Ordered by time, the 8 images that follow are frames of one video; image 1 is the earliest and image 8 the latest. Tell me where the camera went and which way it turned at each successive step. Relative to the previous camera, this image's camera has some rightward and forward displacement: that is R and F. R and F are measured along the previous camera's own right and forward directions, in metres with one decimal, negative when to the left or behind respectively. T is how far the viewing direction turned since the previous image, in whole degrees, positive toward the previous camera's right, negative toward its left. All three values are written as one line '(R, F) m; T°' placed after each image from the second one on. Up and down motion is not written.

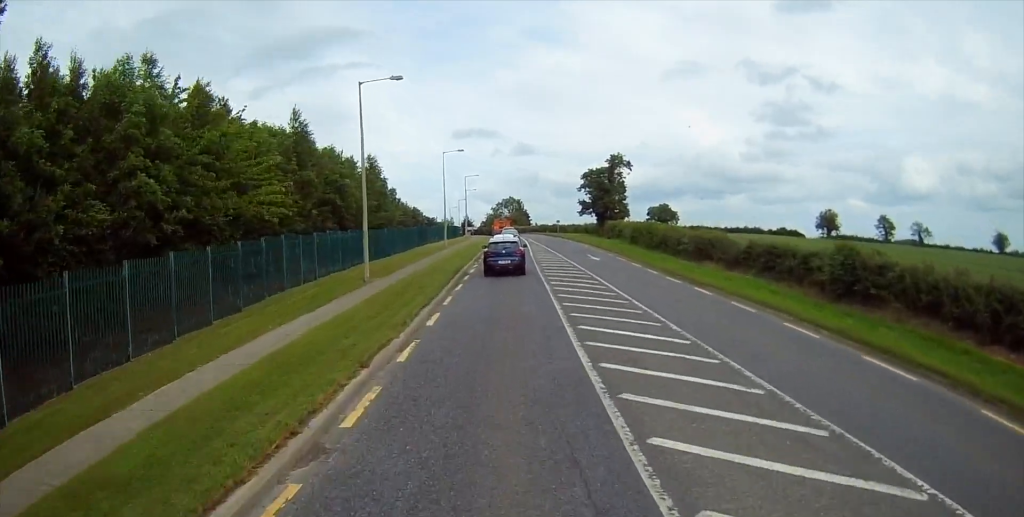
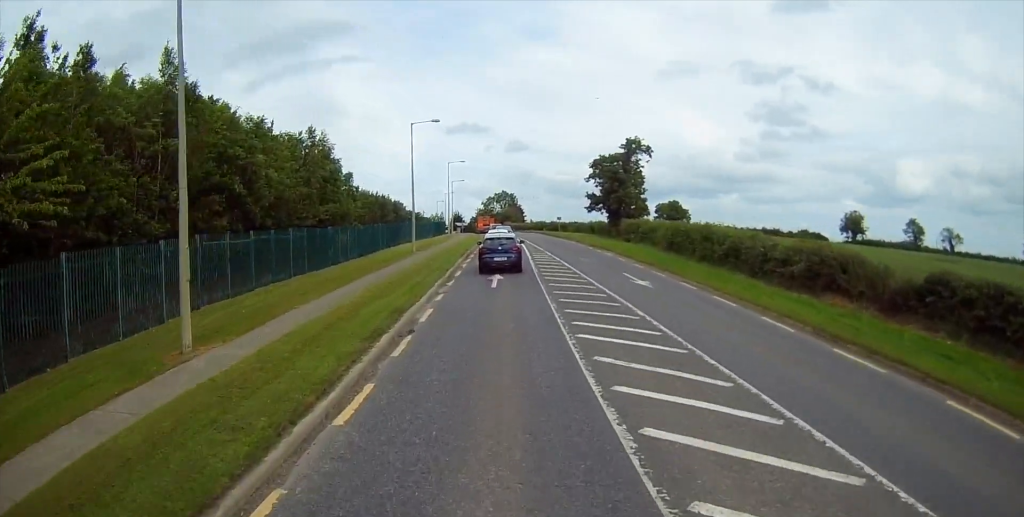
(+0.3, +16.3) m; +2°
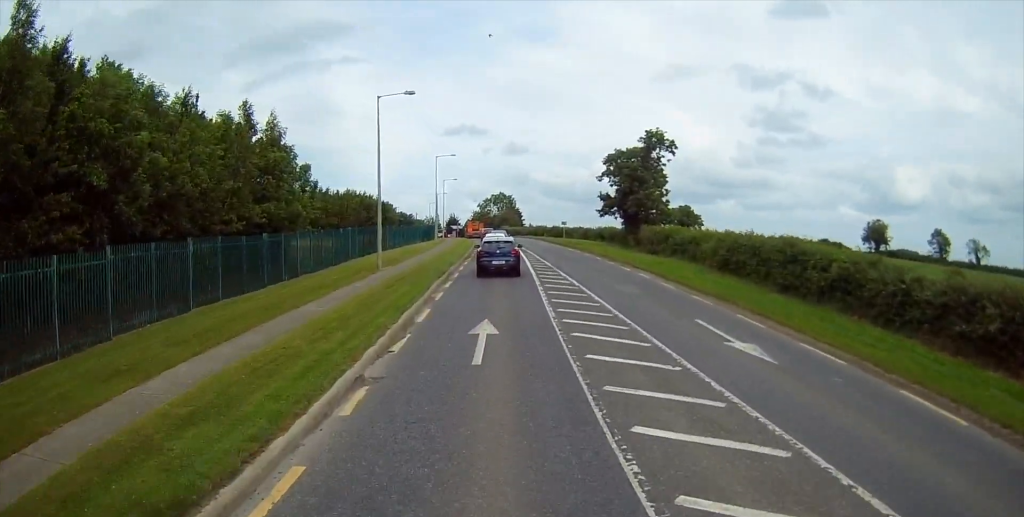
(+0.1, +11.2) m; +1°
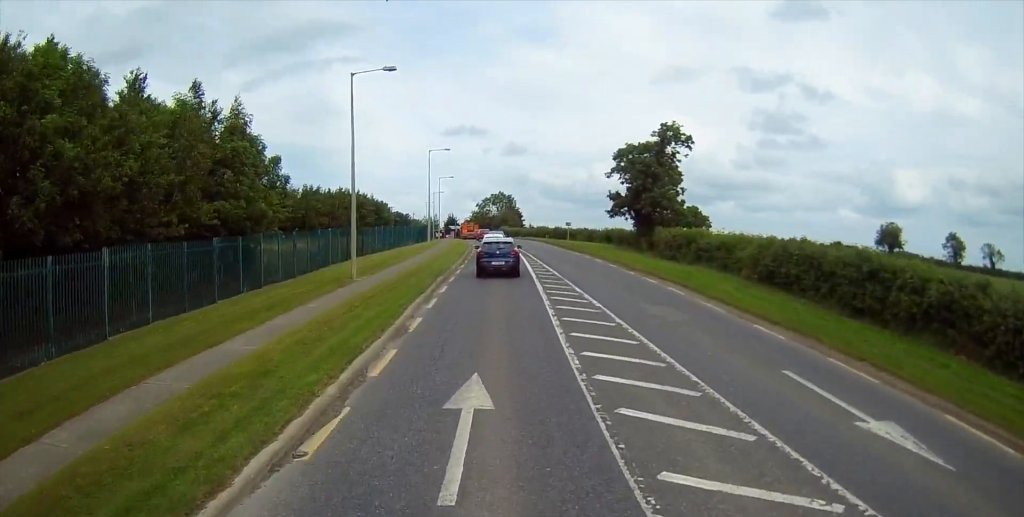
(-0.1, +5.6) m; 0°
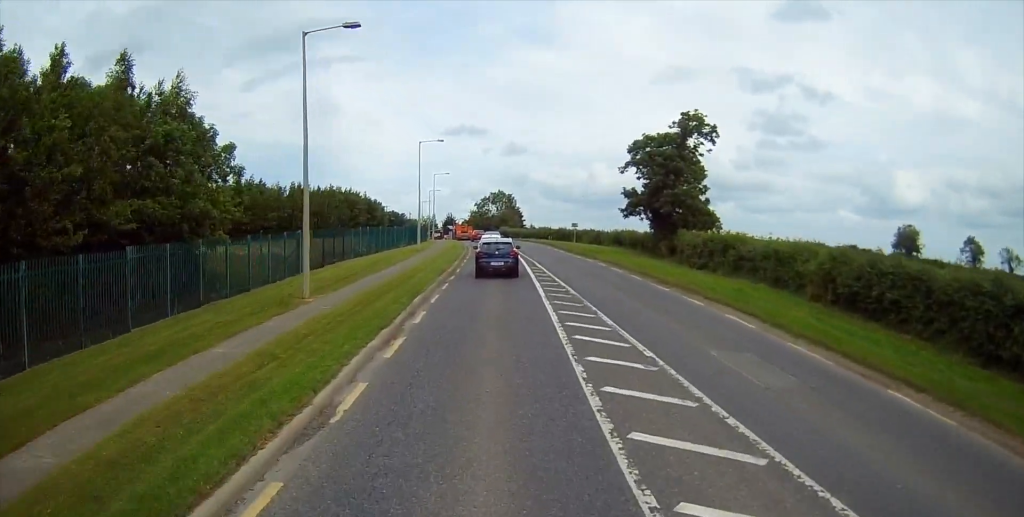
(+0.1, +6.6) m; 0°
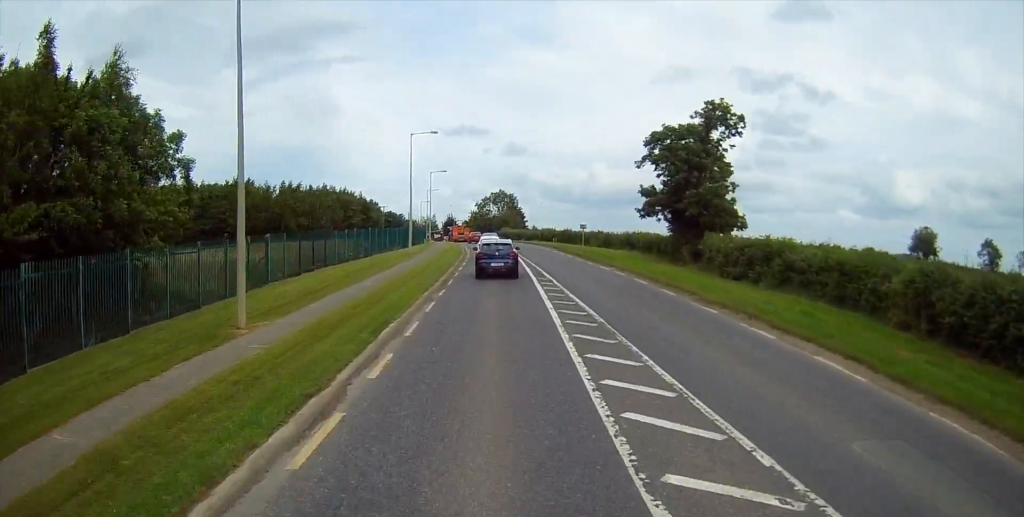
(+0.1, +5.4) m; 0°
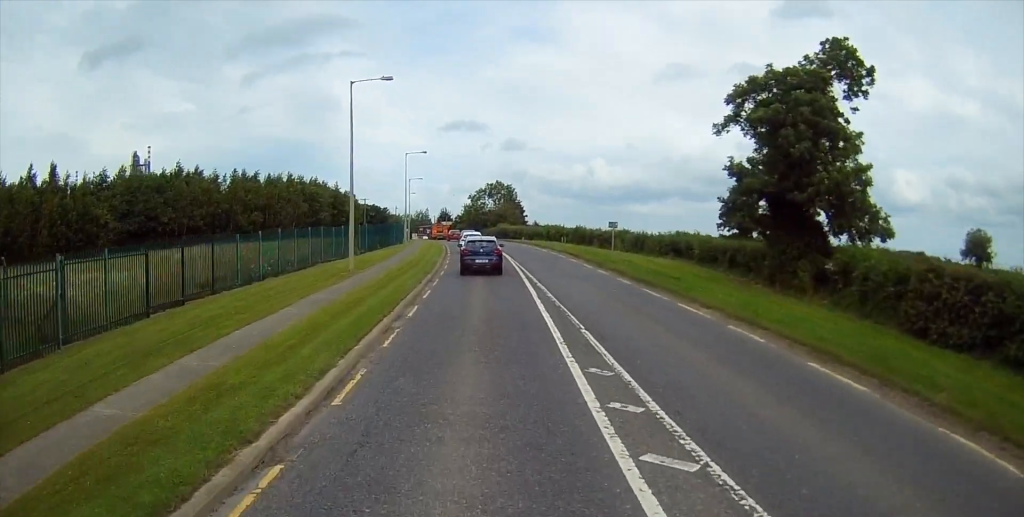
(-0.3, +16.7) m; -1°
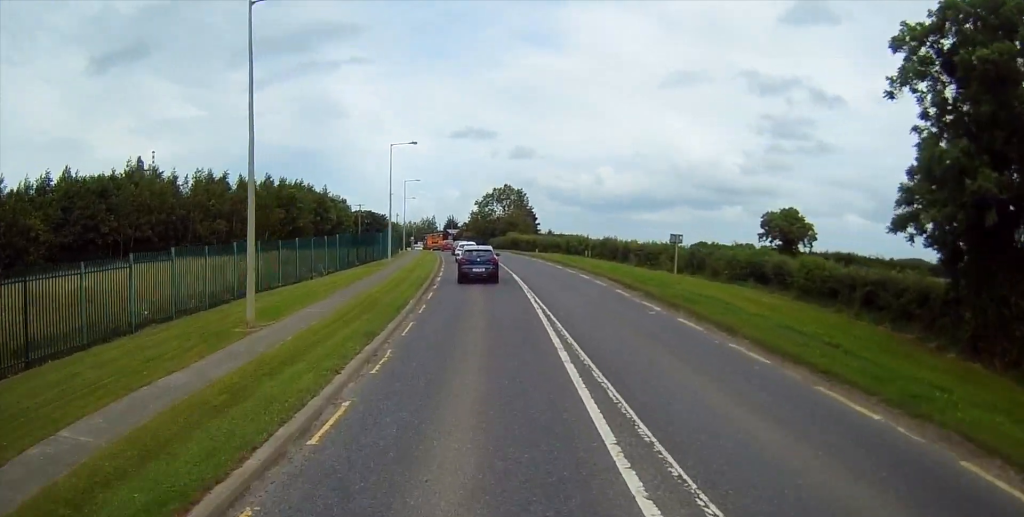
(0.0, +12.8) m; -1°
